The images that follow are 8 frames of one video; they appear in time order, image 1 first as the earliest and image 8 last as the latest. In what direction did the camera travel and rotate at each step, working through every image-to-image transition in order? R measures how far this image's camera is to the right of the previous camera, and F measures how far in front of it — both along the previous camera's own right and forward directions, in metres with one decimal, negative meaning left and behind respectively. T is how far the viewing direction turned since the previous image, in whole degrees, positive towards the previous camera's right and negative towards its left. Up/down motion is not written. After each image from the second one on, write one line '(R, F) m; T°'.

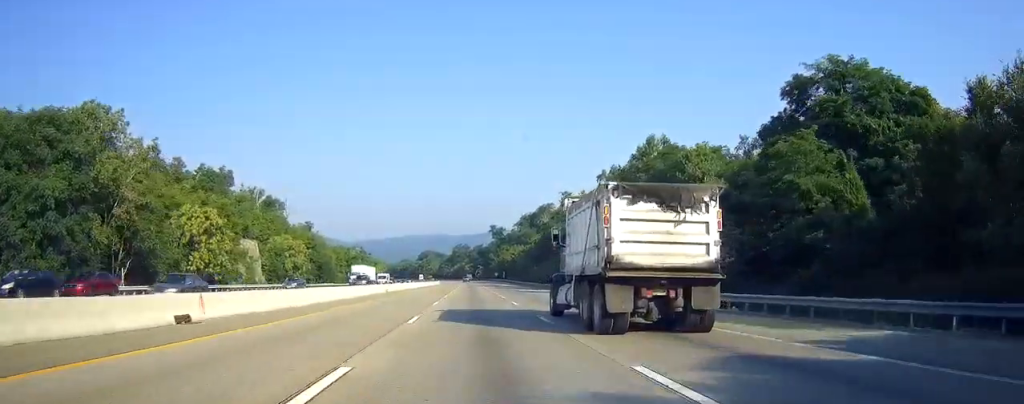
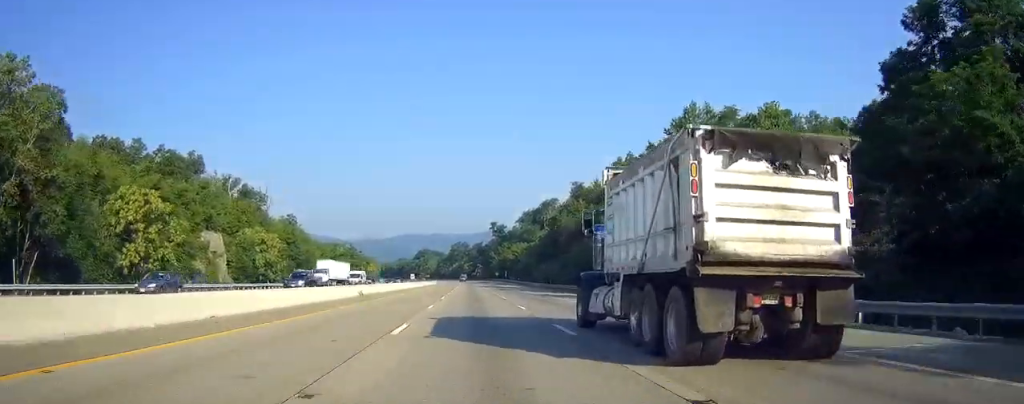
(0.0, +16.4) m; 0°
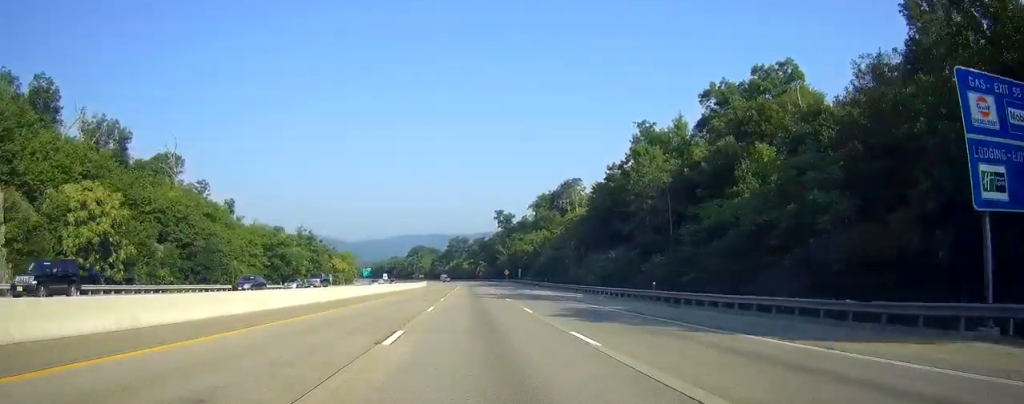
(+0.2, +52.2) m; 0°
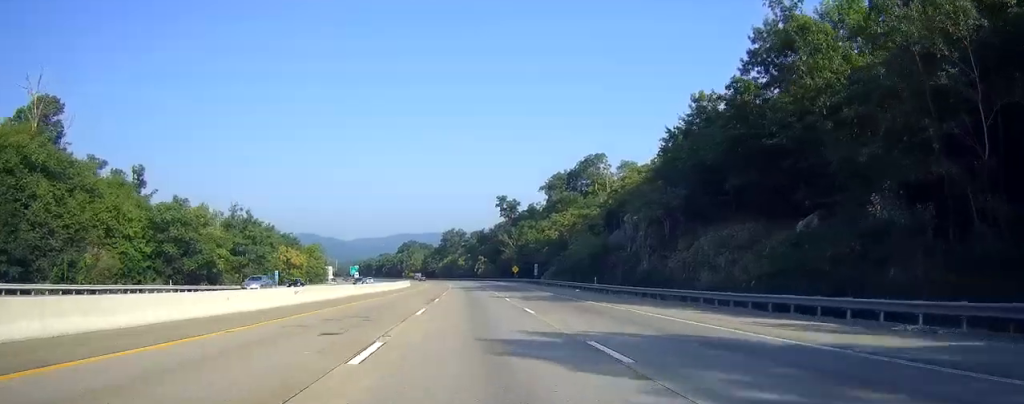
(0.0, +40.1) m; 0°
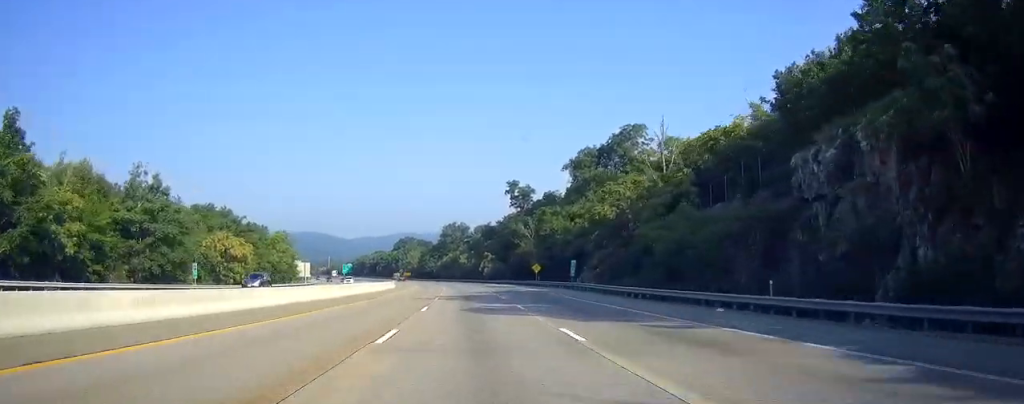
(0.0, +34.7) m; 0°
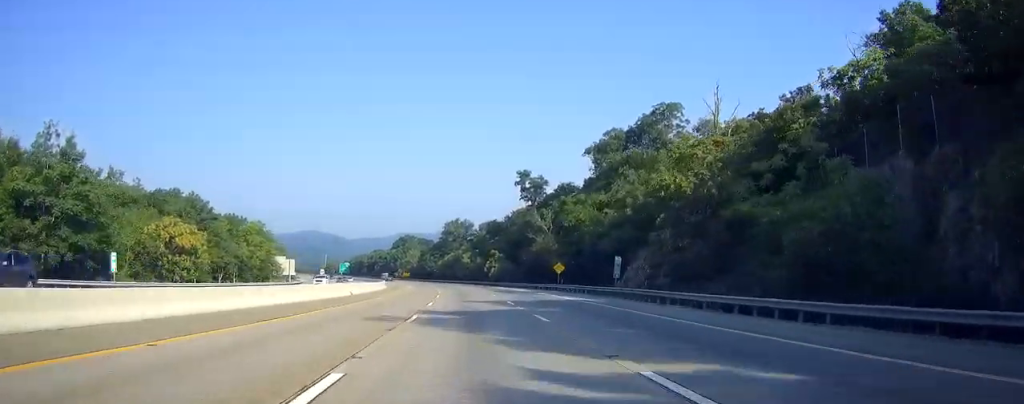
(0.0, +19.5) m; 0°
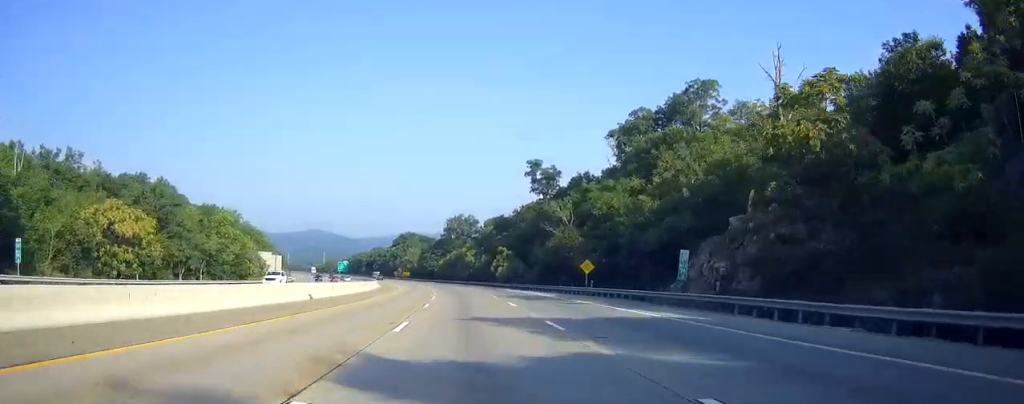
(0.0, +15.1) m; 0°
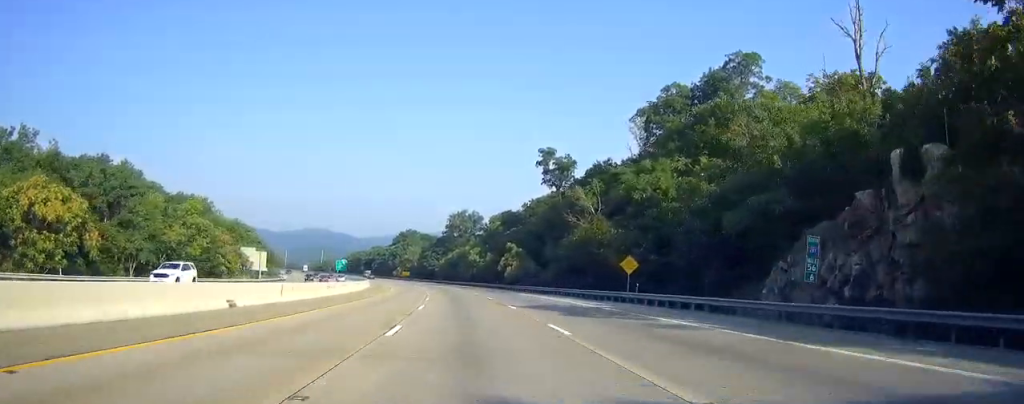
(0.0, +14.1) m; 0°
